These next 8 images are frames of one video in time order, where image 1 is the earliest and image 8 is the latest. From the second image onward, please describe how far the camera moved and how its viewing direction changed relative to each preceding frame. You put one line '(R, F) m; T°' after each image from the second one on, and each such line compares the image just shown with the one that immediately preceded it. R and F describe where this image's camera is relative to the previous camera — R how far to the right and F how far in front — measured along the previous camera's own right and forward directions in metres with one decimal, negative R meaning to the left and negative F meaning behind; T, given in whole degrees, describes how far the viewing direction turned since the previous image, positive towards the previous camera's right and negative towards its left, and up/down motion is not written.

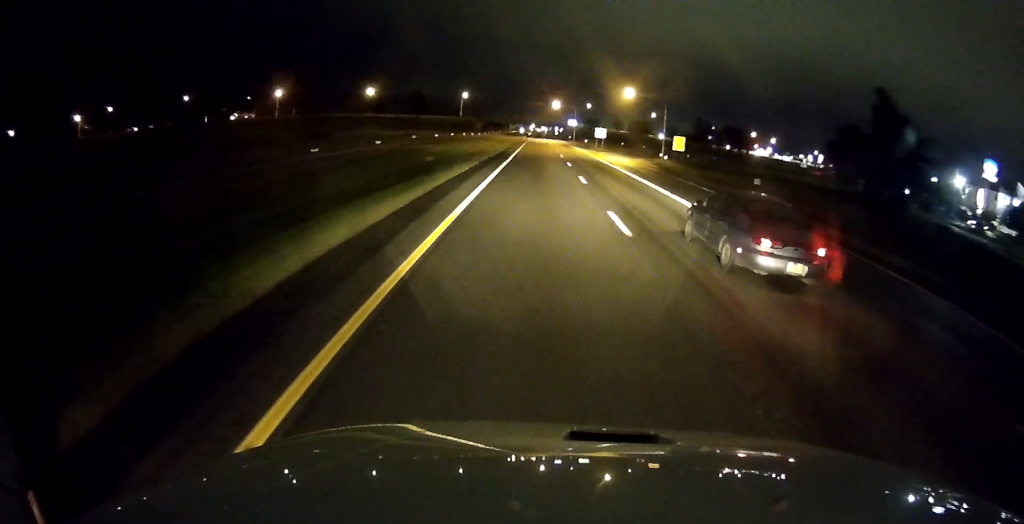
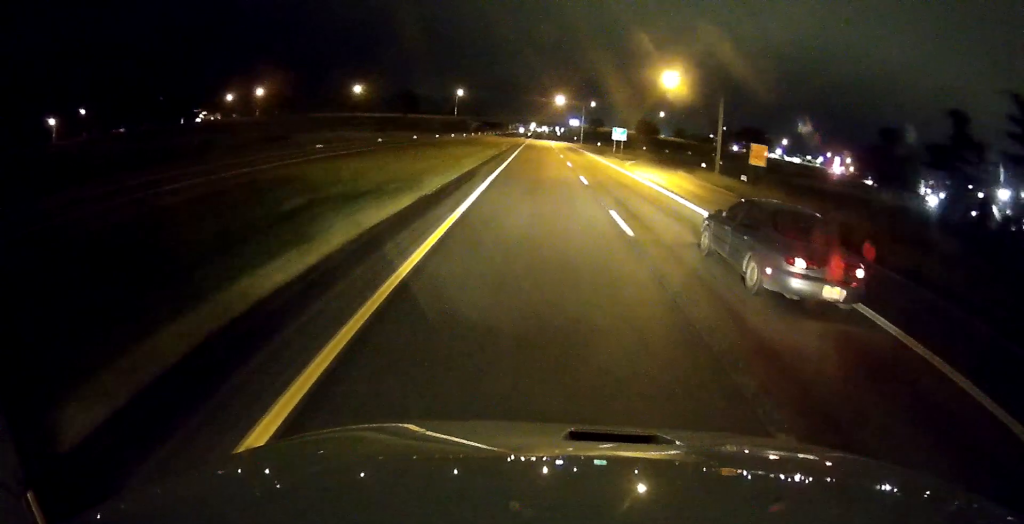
(0.0, +24.2) m; 0°
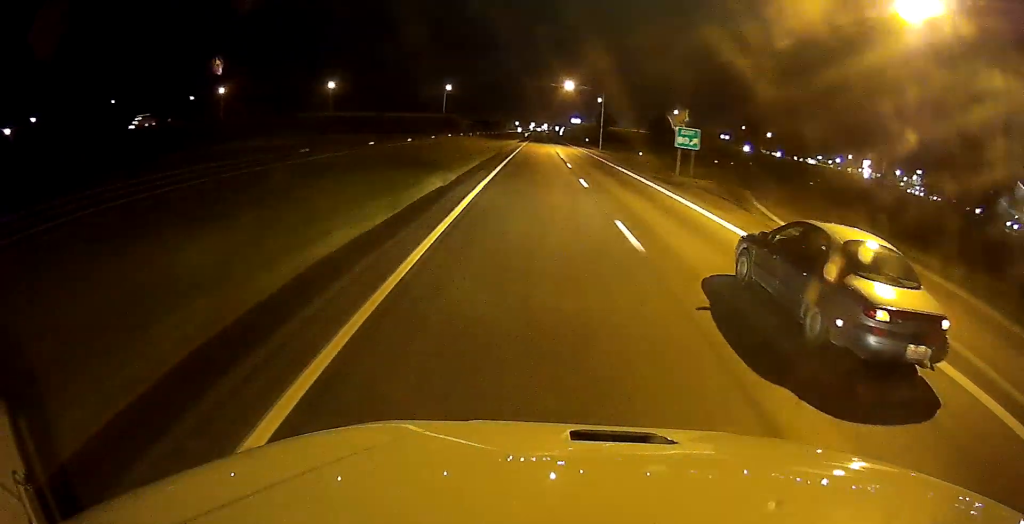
(0.0, +38.4) m; 0°
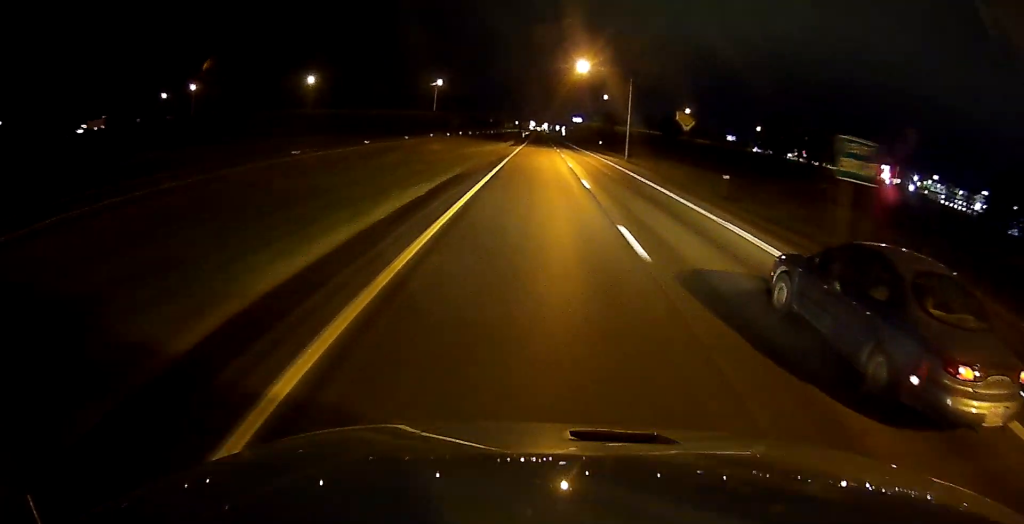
(0.0, +25.3) m; 0°
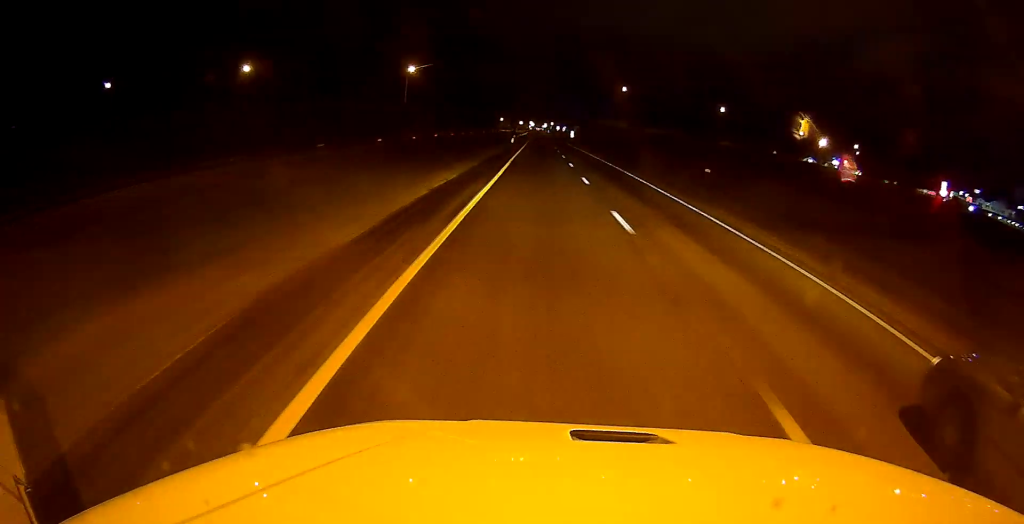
(-0.2, +57.9) m; 0°
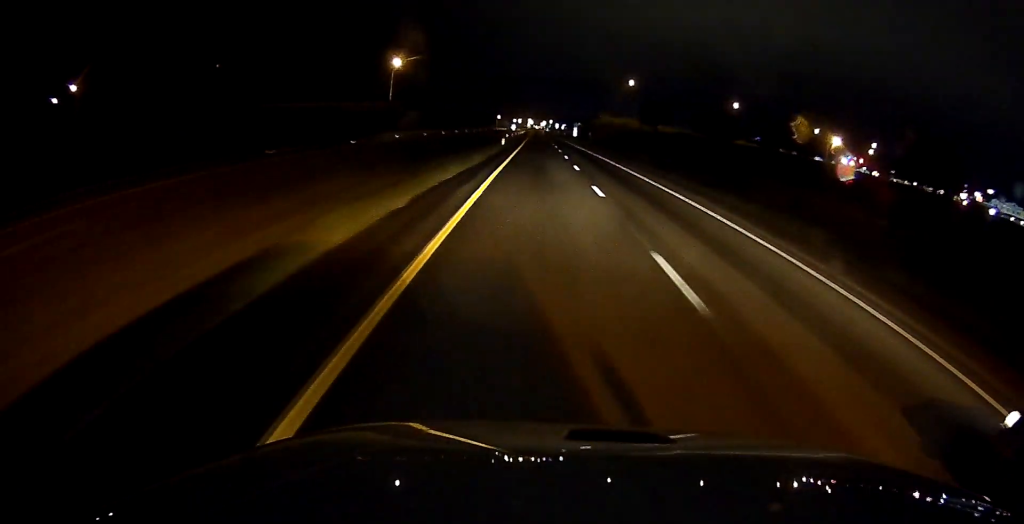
(+0.1, +18.3) m; 0°
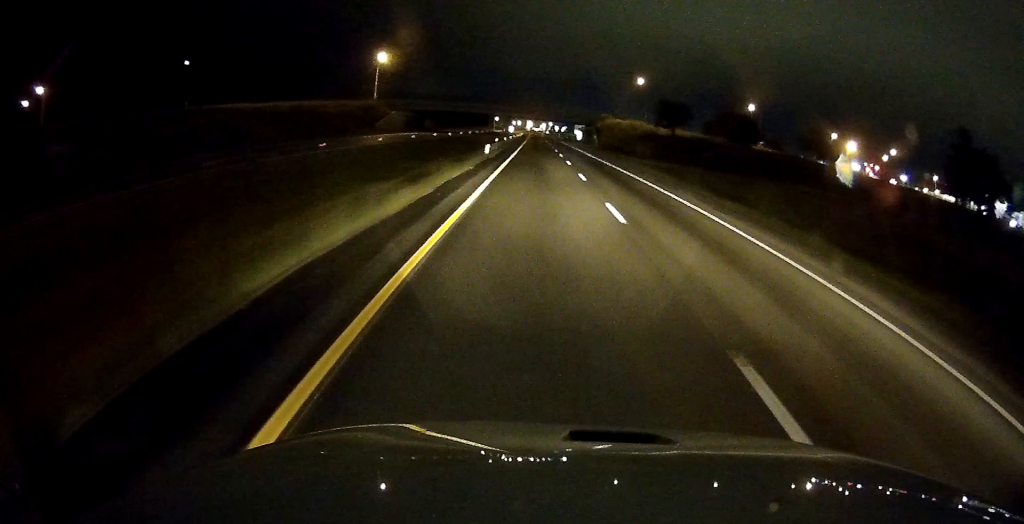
(+0.1, +17.3) m; 0°
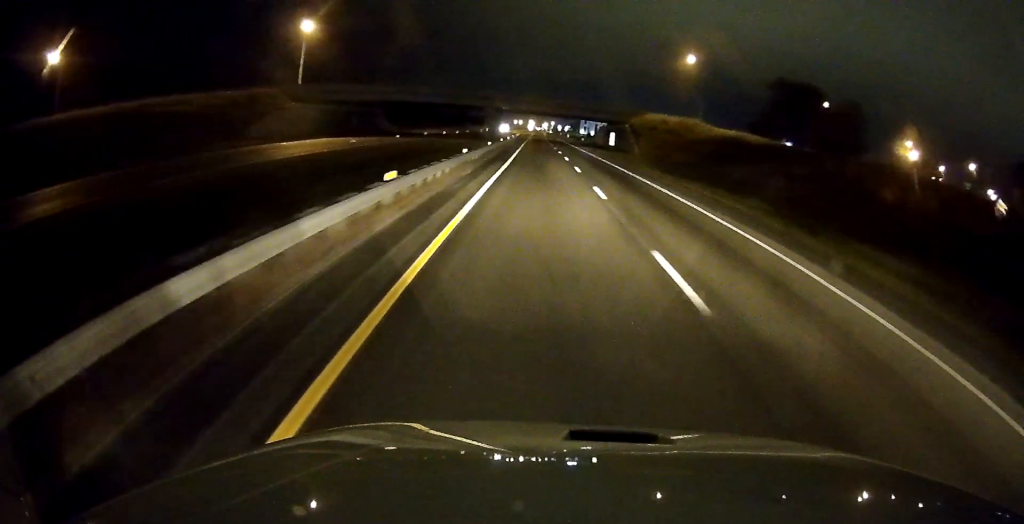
(-0.5, +55.7) m; -1°
